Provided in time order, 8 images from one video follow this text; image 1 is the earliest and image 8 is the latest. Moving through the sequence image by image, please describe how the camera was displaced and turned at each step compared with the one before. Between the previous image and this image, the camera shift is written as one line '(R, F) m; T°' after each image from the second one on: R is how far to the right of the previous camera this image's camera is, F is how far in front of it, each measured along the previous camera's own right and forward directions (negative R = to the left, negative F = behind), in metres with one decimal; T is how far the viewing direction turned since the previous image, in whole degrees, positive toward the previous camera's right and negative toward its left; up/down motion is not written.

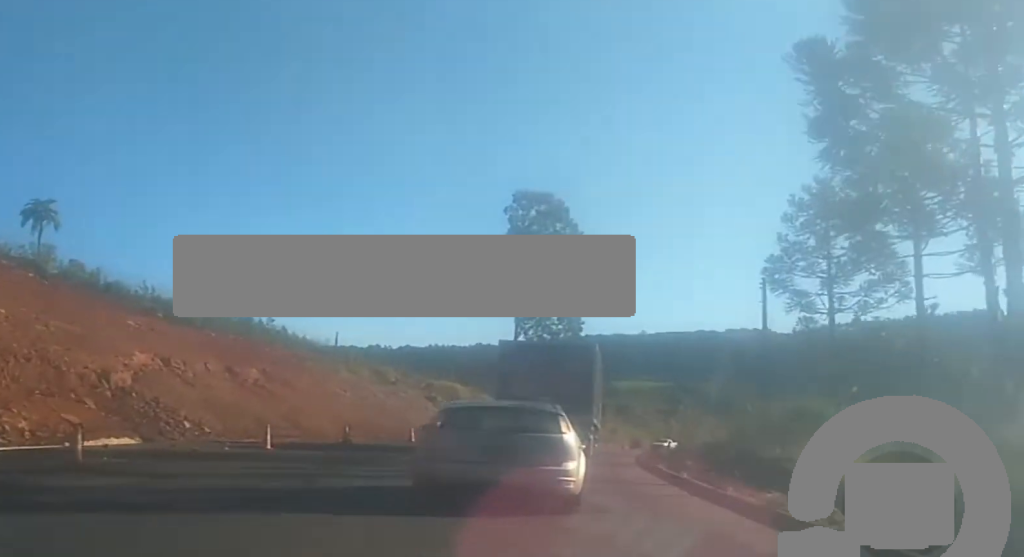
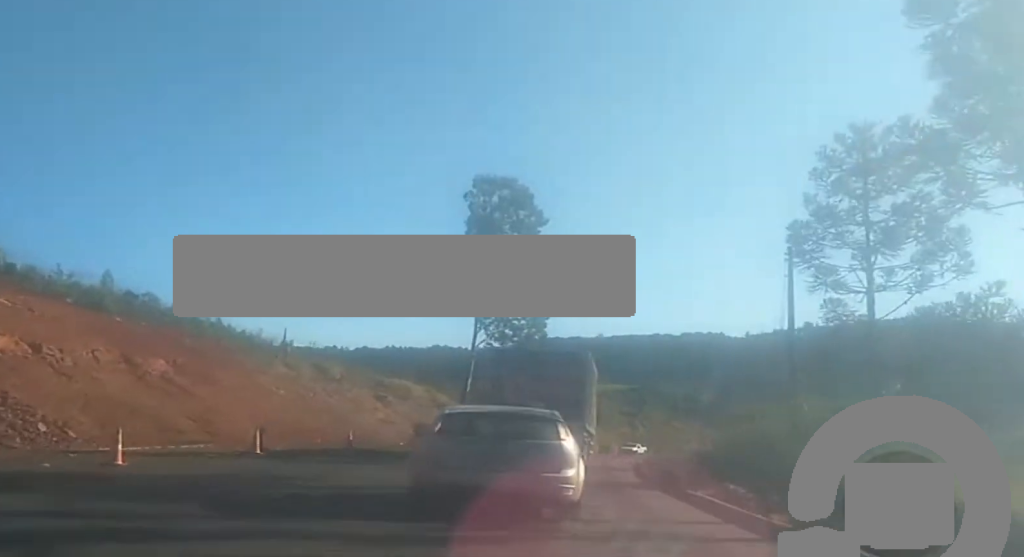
(-0.2, +8.9) m; 0°
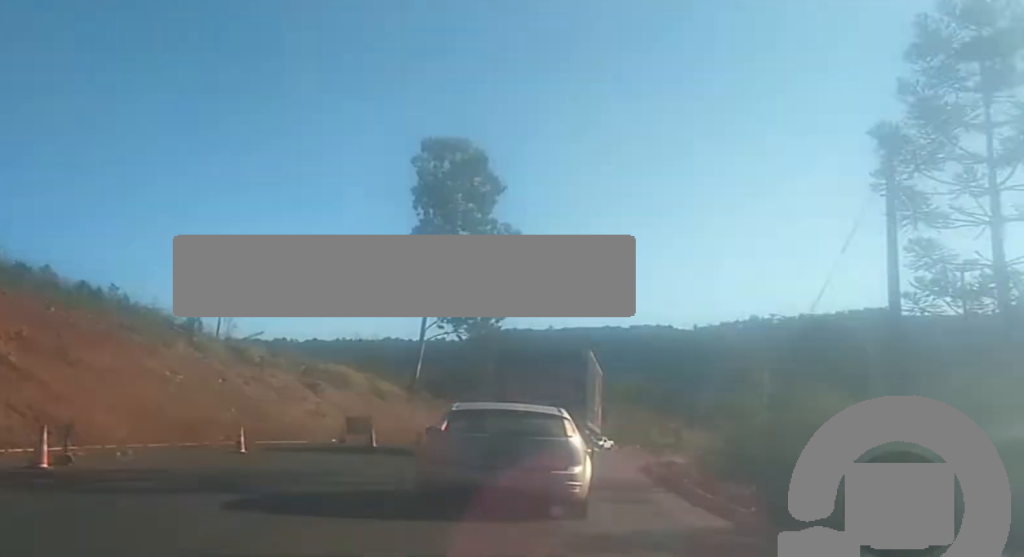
(0.0, +11.0) m; +1°
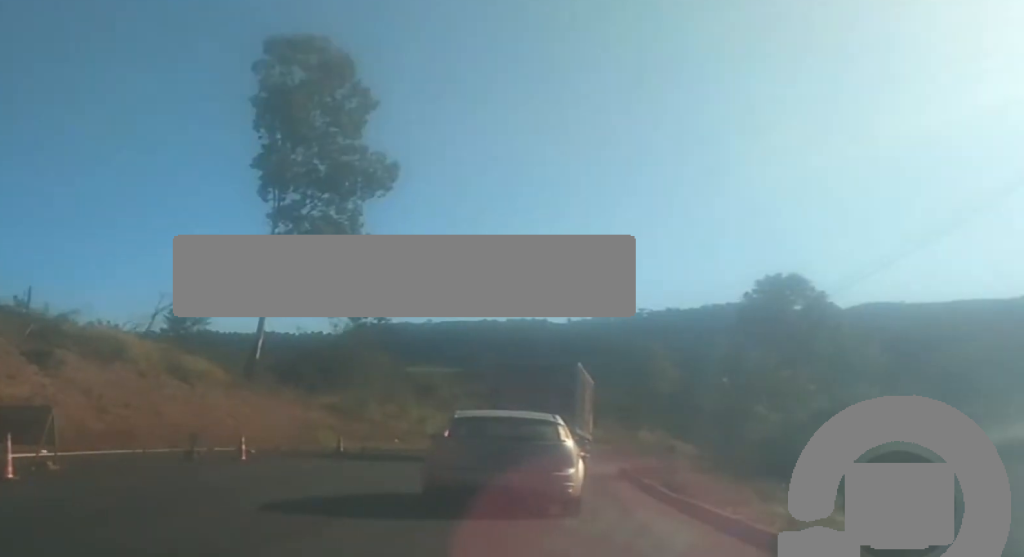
(+1.3, +24.3) m; +6°
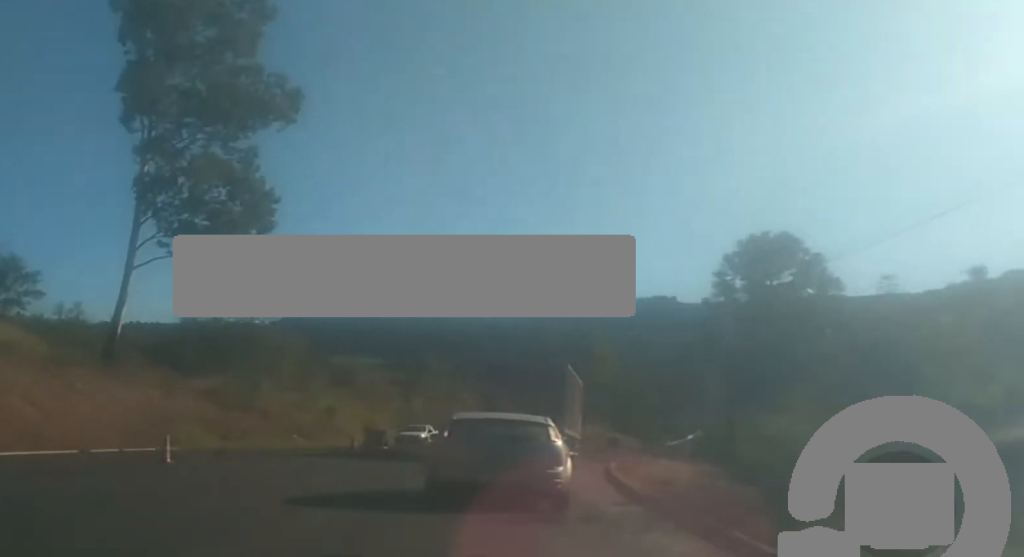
(+0.4, +13.2) m; +3°
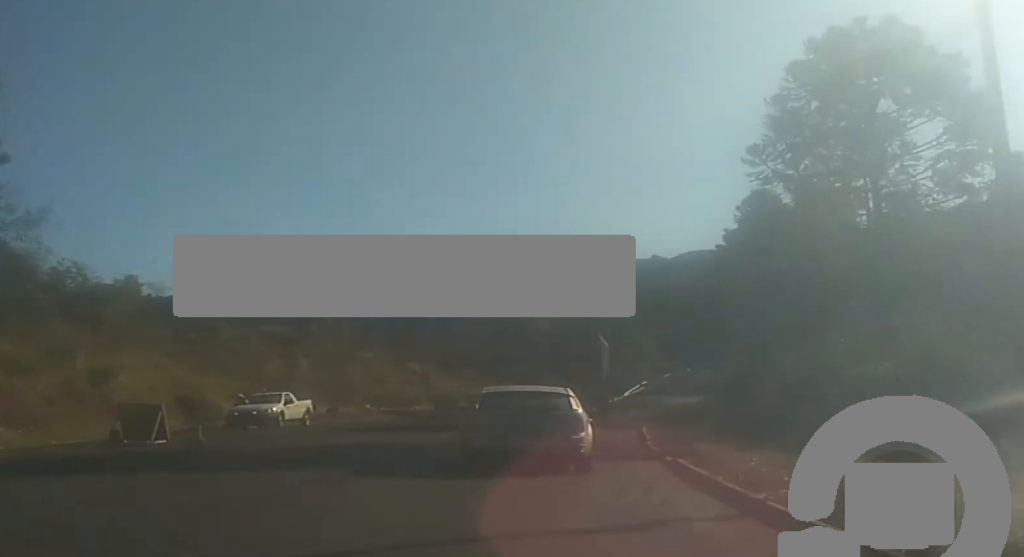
(+1.5, +25.9) m; +11°
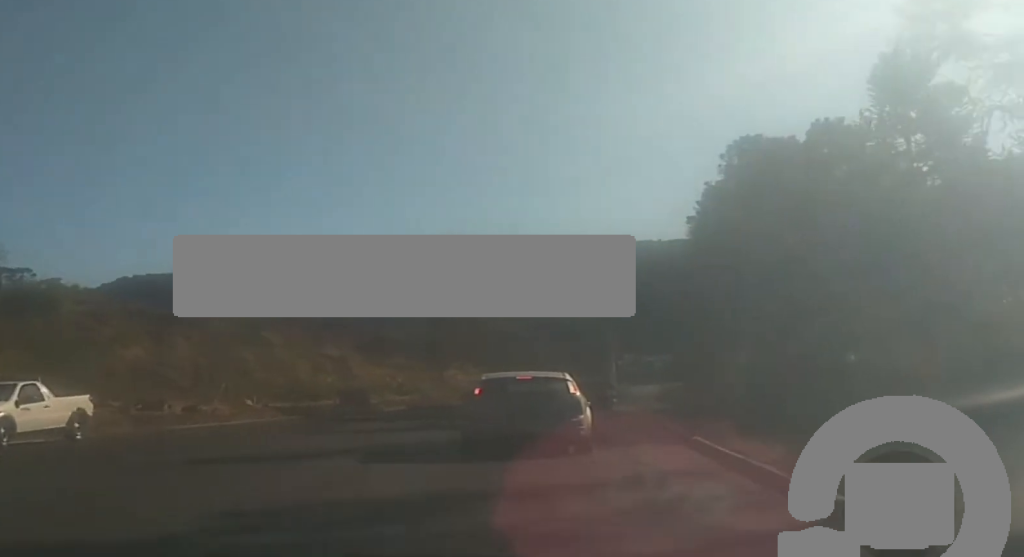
(+1.7, +16.2) m; +6°
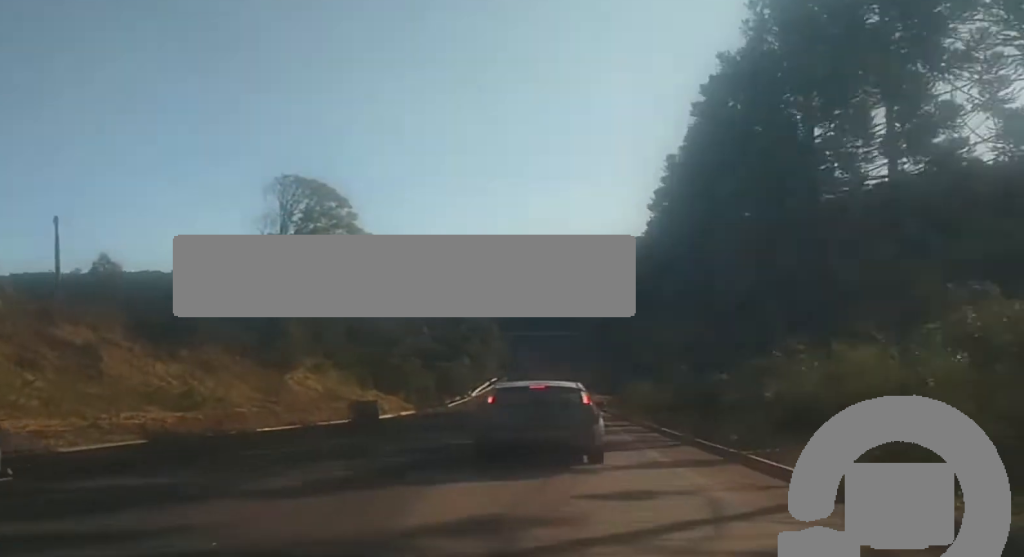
(0.0, +31.1) m; 0°
